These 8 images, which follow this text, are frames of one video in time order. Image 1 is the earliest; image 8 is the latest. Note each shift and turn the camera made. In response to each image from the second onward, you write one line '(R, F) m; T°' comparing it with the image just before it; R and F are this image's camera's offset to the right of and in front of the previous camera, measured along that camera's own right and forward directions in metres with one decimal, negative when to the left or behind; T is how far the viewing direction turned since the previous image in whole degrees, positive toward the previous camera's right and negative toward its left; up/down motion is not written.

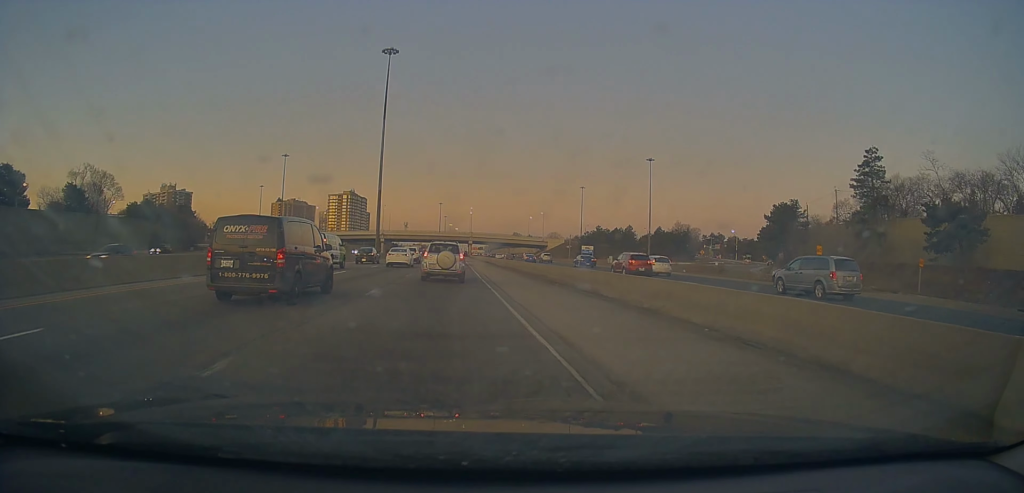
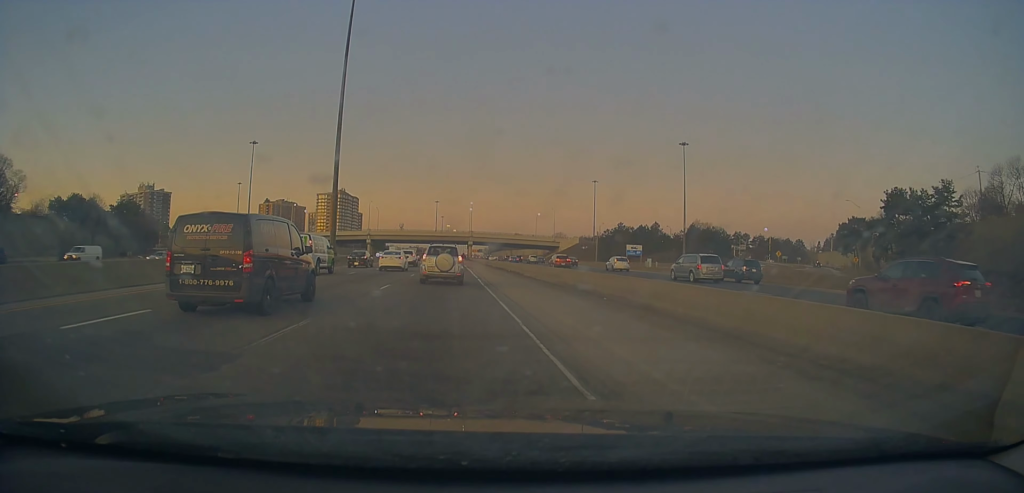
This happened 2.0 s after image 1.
(-0.2, +32.7) m; +3°
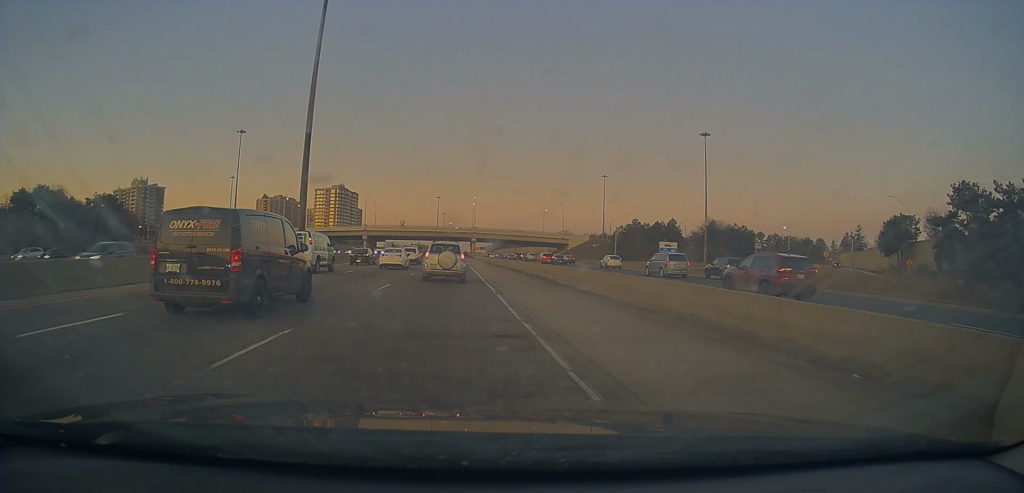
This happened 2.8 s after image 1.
(+0.3, +13.2) m; -1°
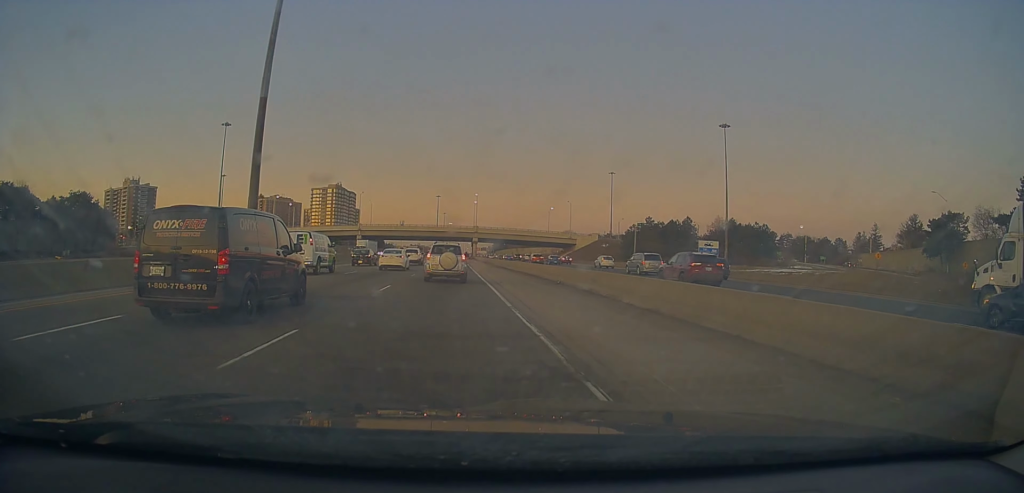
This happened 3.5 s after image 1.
(-0.3, +12.1) m; -1°
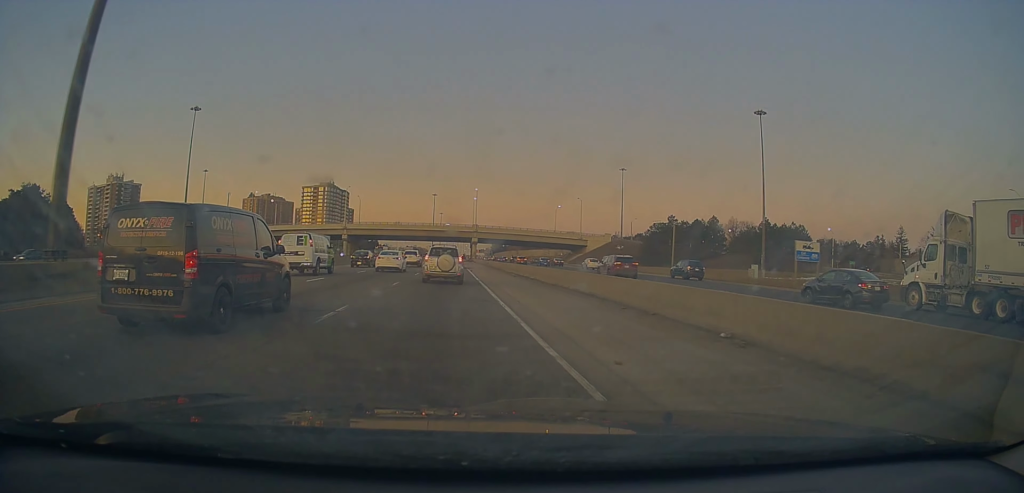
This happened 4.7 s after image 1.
(-0.4, +19.3) m; 0°
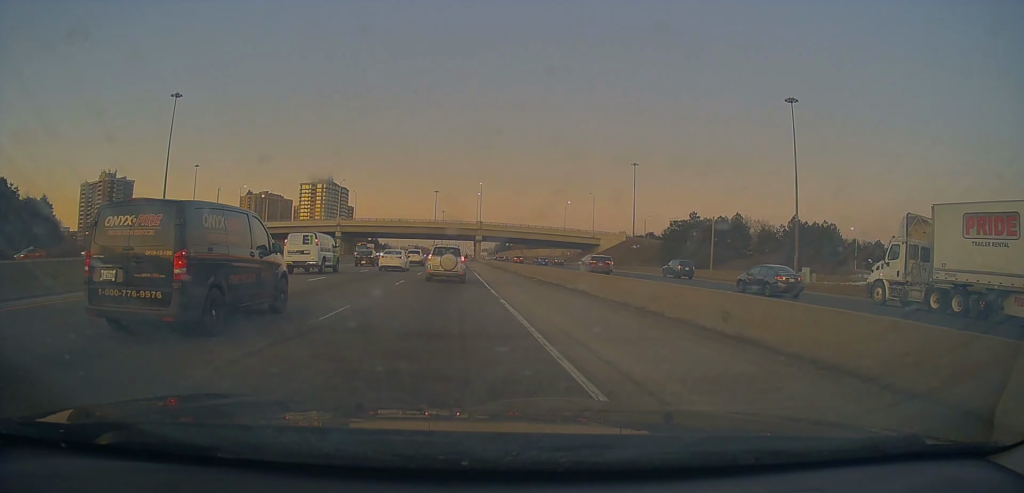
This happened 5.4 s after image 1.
(+0.1, +12.2) m; +1°
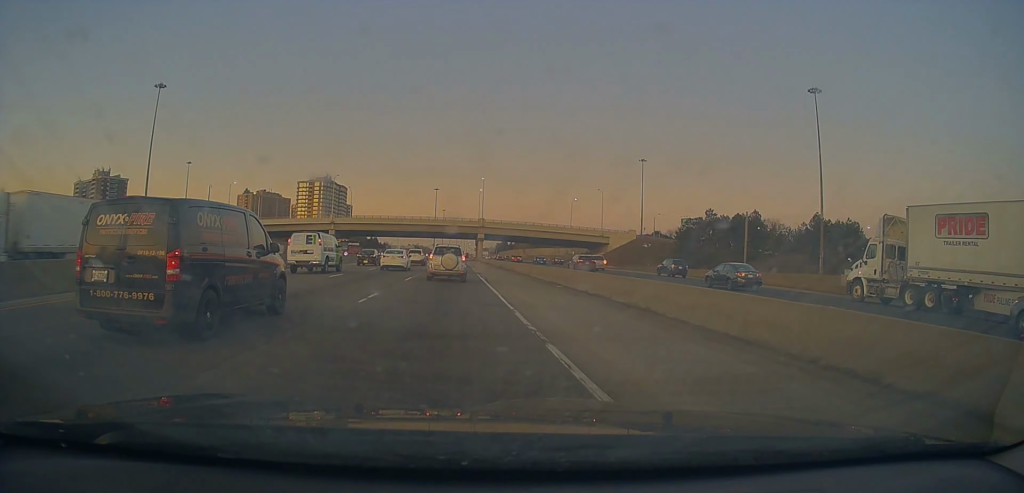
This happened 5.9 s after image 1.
(+0.1, +8.4) m; 0°
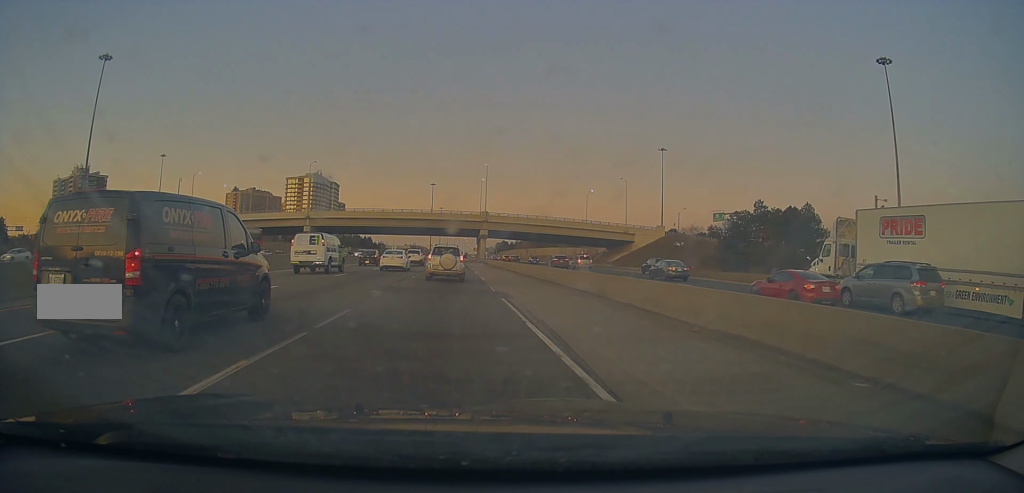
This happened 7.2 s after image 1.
(-0.1, +21.7) m; -1°
